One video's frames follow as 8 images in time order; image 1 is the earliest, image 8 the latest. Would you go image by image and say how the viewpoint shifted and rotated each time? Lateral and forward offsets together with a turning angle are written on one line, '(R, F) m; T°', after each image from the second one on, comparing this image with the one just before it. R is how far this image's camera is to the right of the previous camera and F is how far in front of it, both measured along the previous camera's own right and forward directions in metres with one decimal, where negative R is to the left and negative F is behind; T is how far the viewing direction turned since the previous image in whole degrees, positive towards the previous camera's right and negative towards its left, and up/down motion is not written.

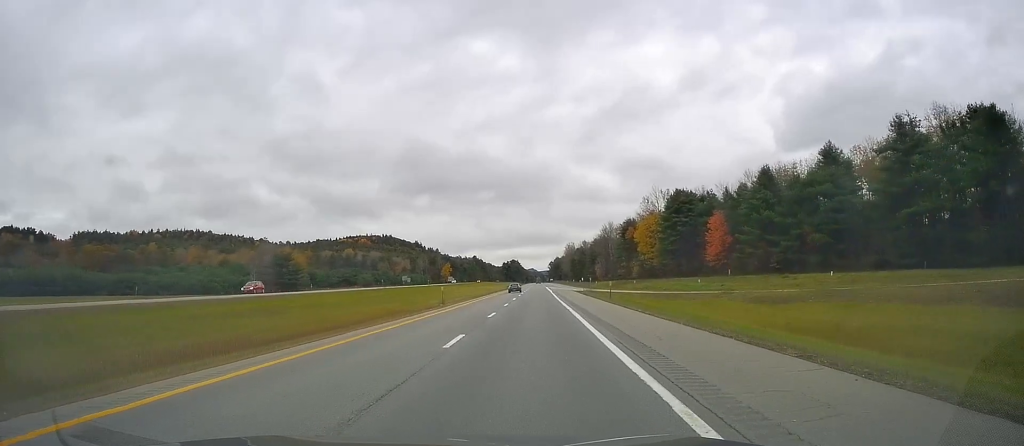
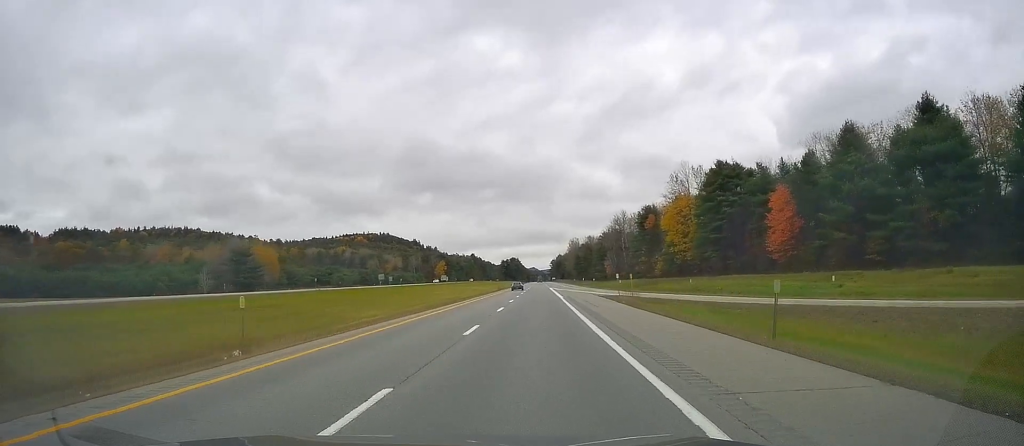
(-0.1, +33.4) m; -1°
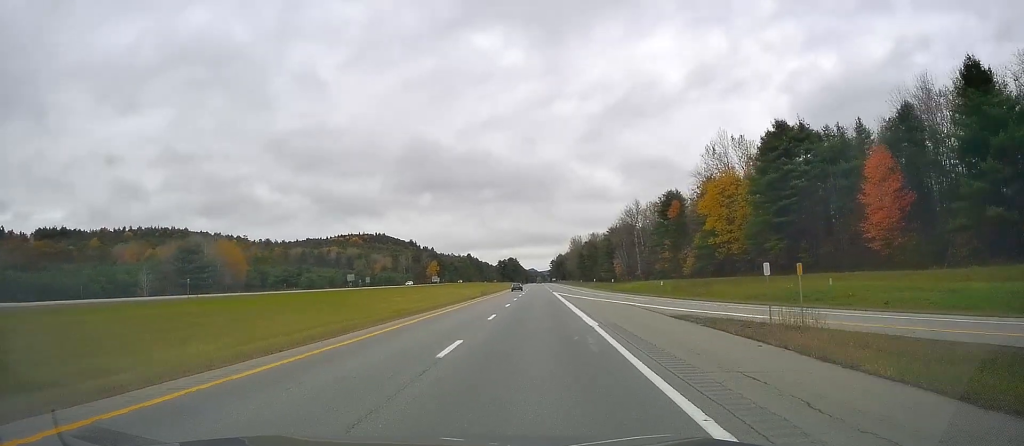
(-0.3, +29.3) m; 0°
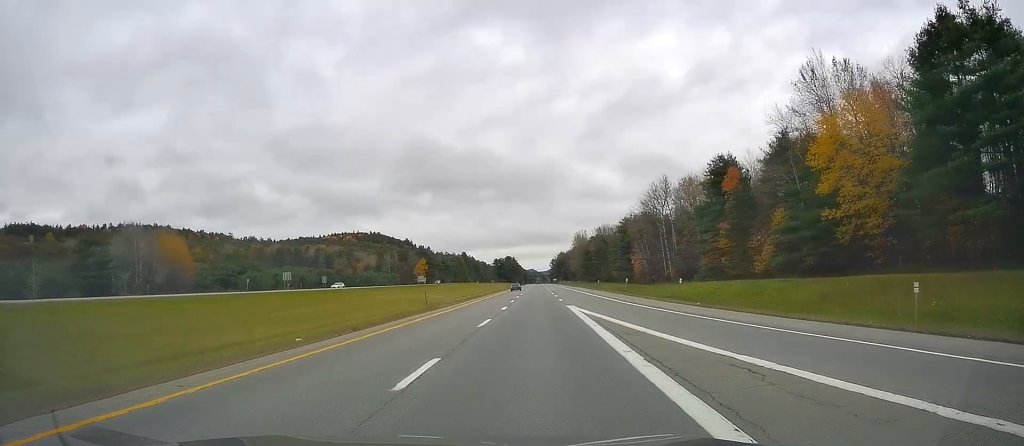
(+0.2, +39.8) m; 0°
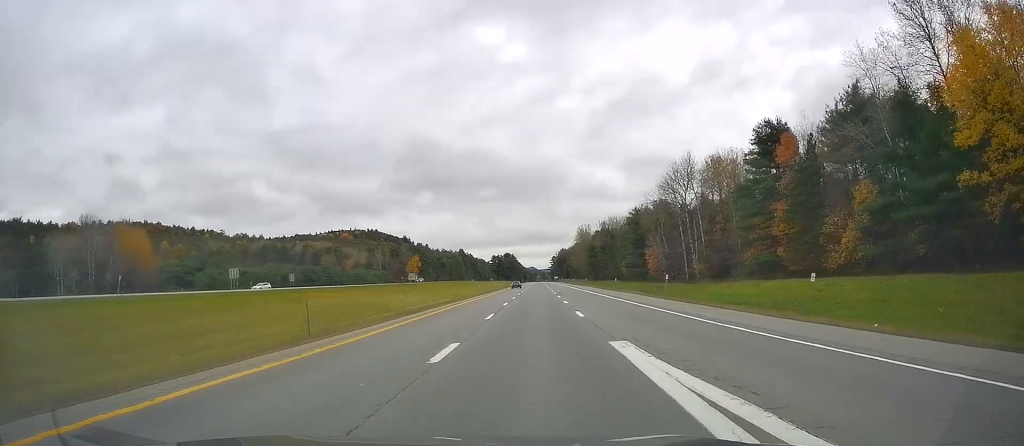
(-0.2, +21.4) m; 0°
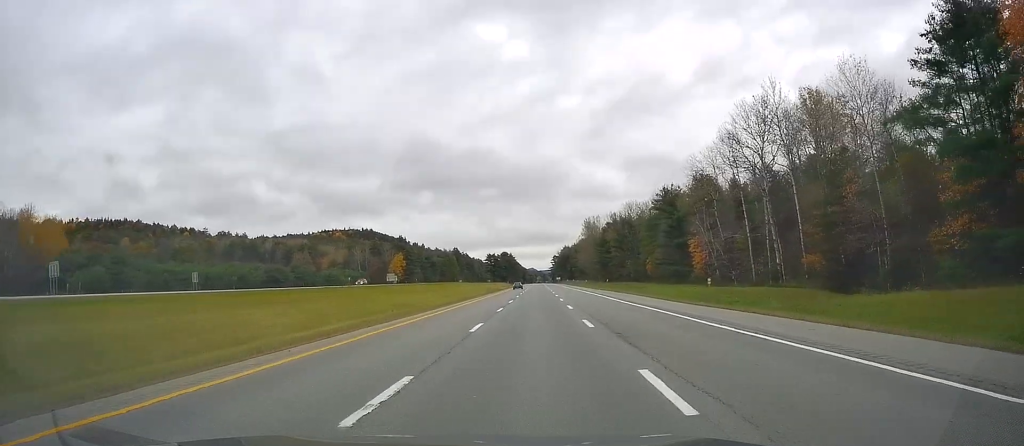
(+0.1, +41.3) m; 0°
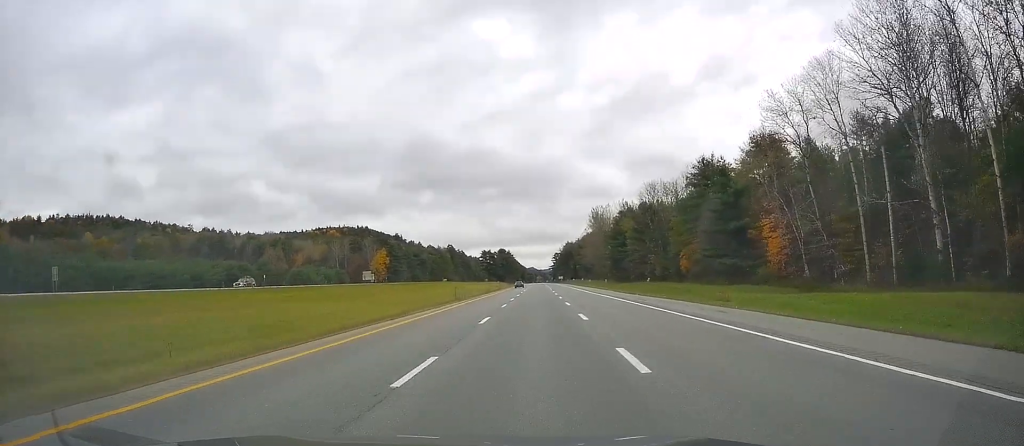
(-0.2, +33.9) m; 0°
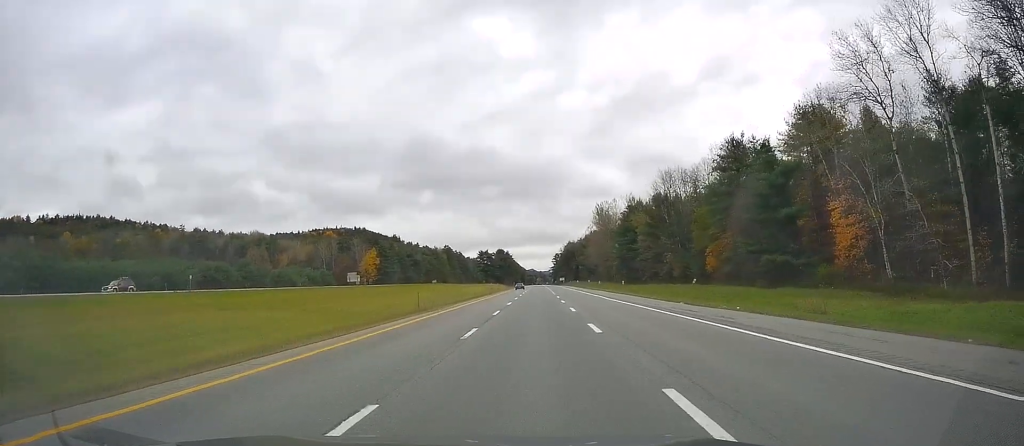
(0.0, +16.9) m; 0°
